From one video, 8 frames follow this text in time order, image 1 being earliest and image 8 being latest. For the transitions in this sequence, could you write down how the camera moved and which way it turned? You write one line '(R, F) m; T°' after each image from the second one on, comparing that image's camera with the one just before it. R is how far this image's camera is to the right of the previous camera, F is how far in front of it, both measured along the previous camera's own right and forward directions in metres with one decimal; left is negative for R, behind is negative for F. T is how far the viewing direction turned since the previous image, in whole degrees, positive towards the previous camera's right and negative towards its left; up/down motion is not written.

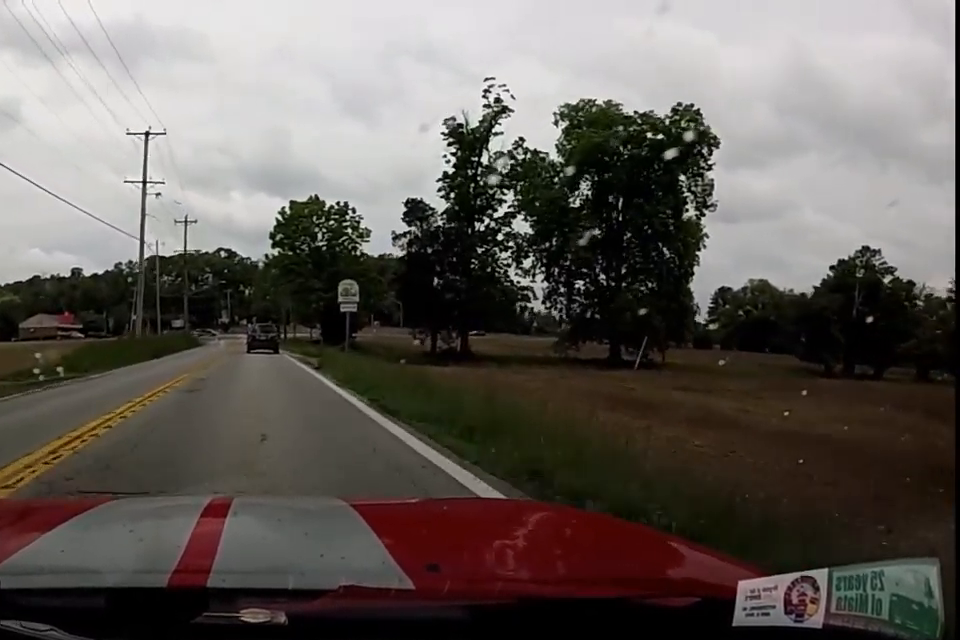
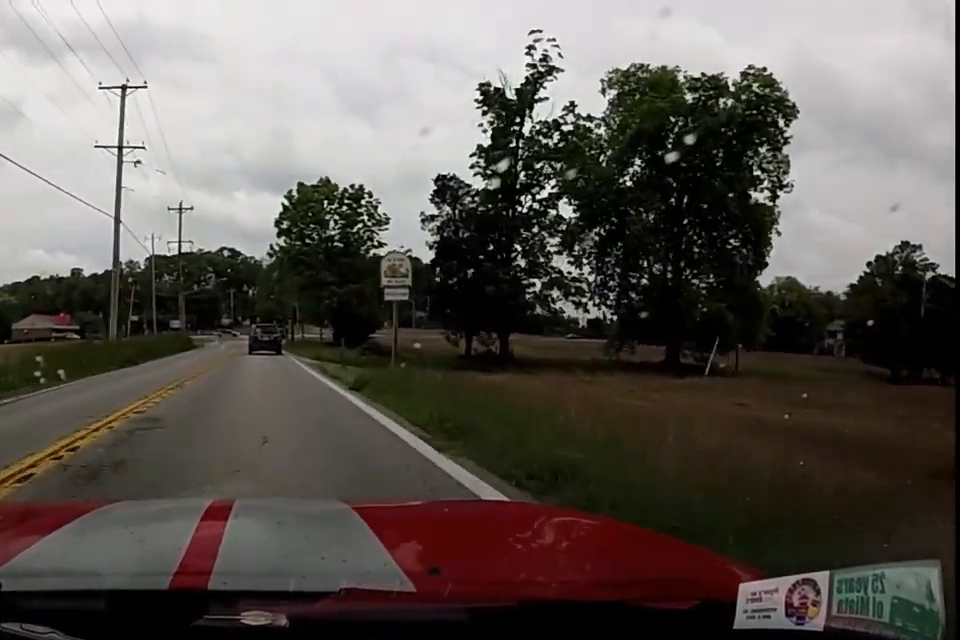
(0.0, +6.5) m; +1°
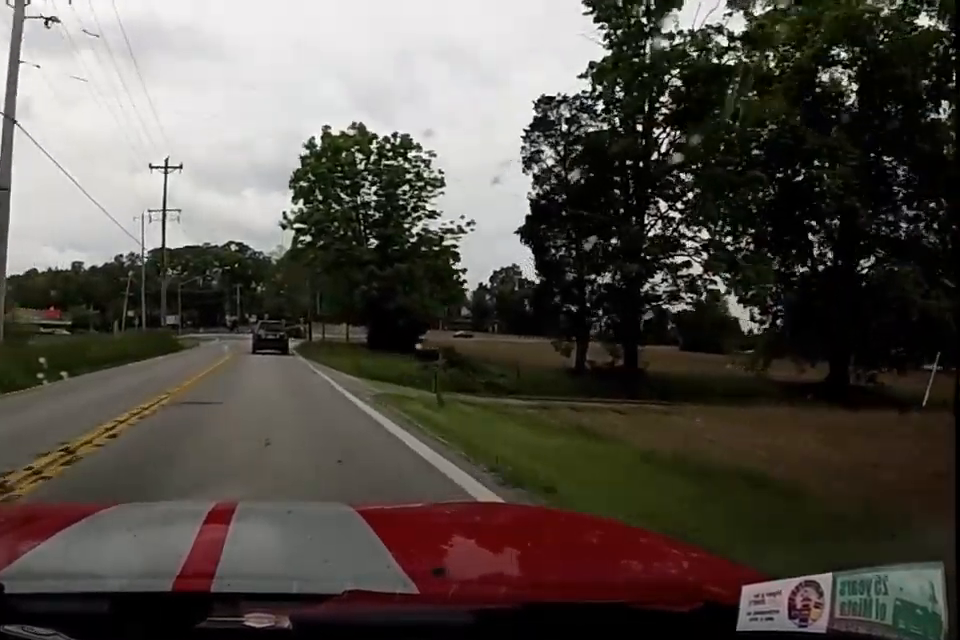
(+0.8, +12.4) m; 0°
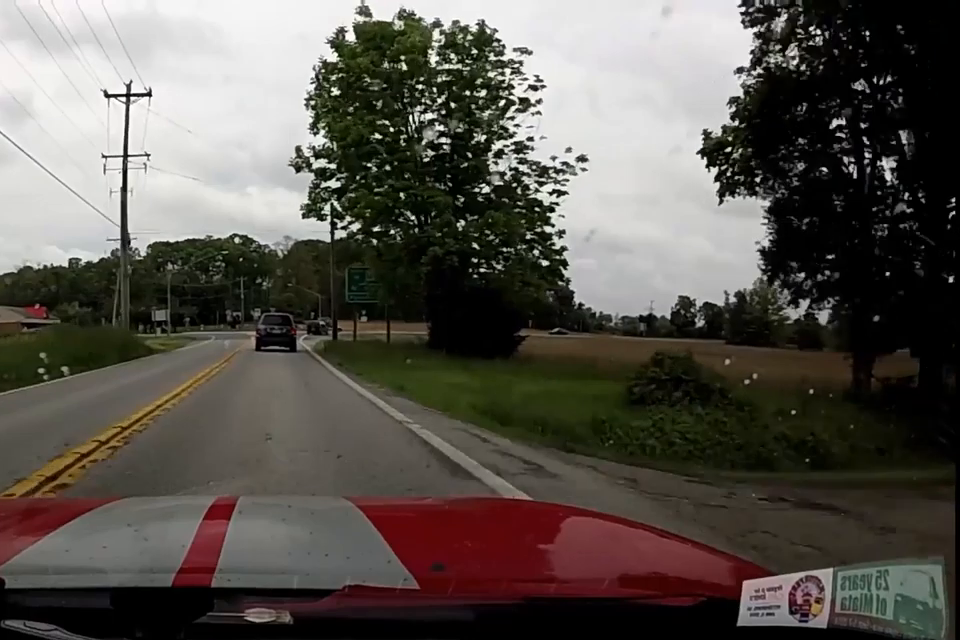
(-0.9, +11.9) m; -1°
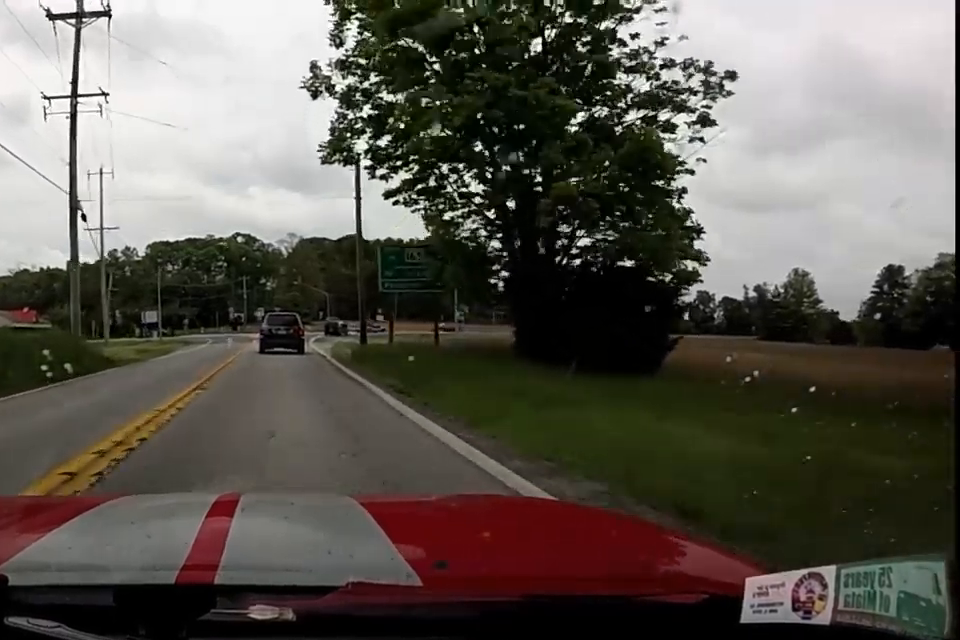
(+0.4, +7.5) m; +2°
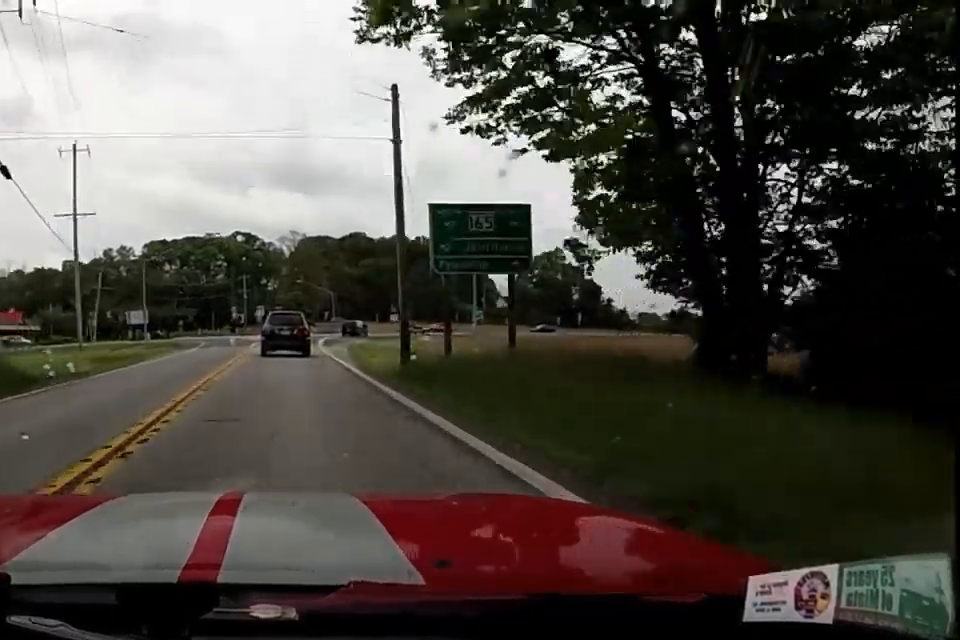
(+0.1, +6.3) m; +1°
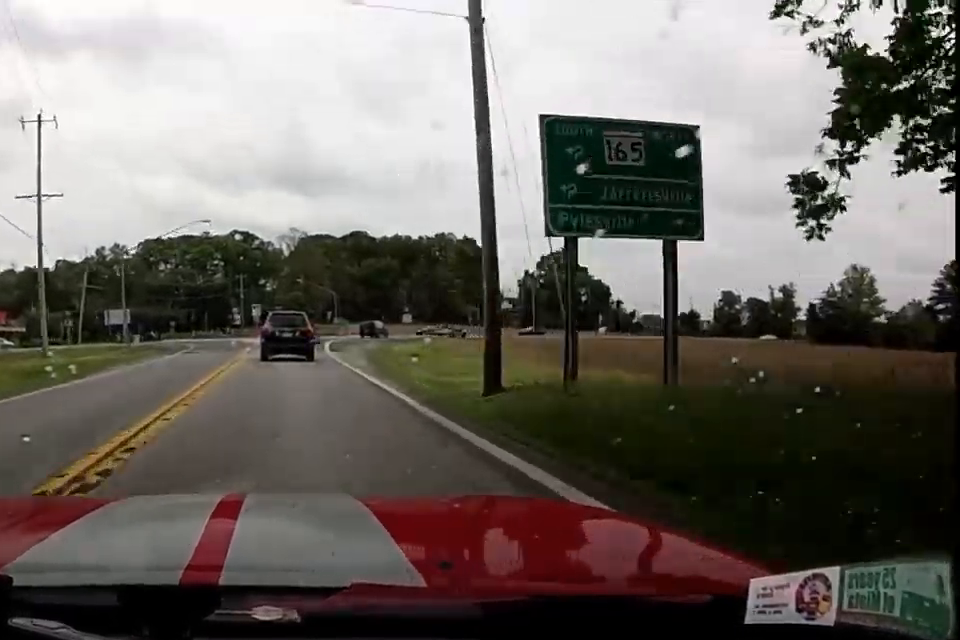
(0.0, +5.8) m; 0°
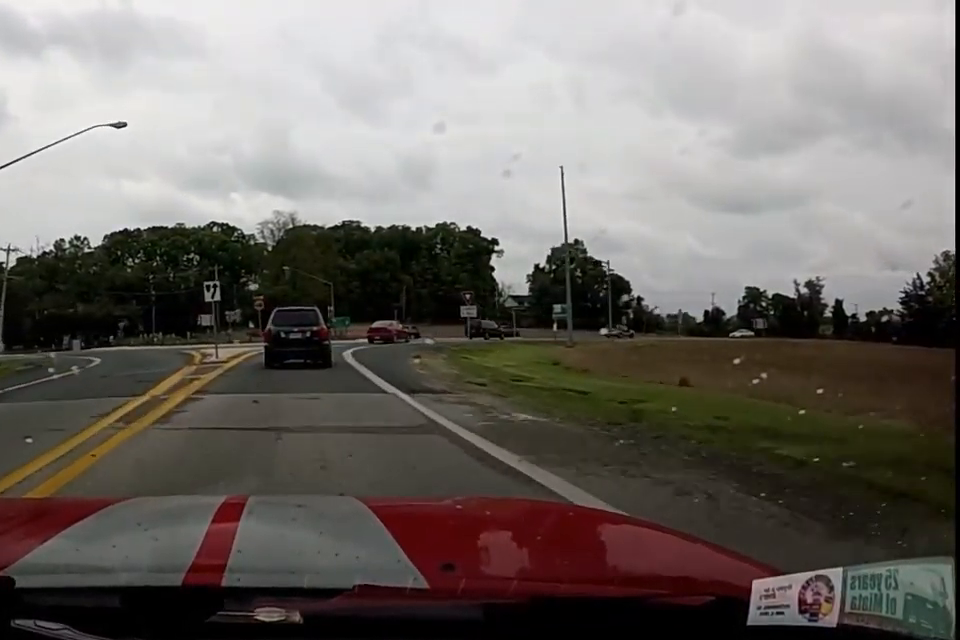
(0.0, +19.5) m; 0°
